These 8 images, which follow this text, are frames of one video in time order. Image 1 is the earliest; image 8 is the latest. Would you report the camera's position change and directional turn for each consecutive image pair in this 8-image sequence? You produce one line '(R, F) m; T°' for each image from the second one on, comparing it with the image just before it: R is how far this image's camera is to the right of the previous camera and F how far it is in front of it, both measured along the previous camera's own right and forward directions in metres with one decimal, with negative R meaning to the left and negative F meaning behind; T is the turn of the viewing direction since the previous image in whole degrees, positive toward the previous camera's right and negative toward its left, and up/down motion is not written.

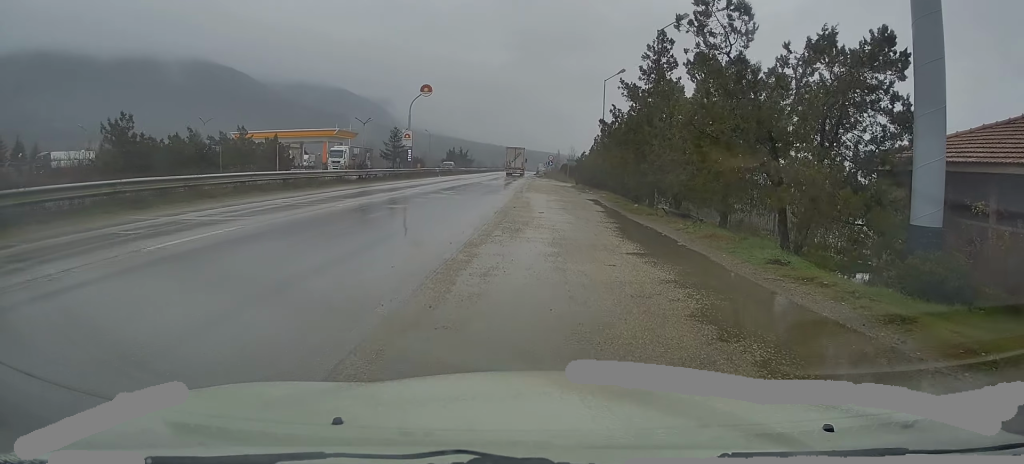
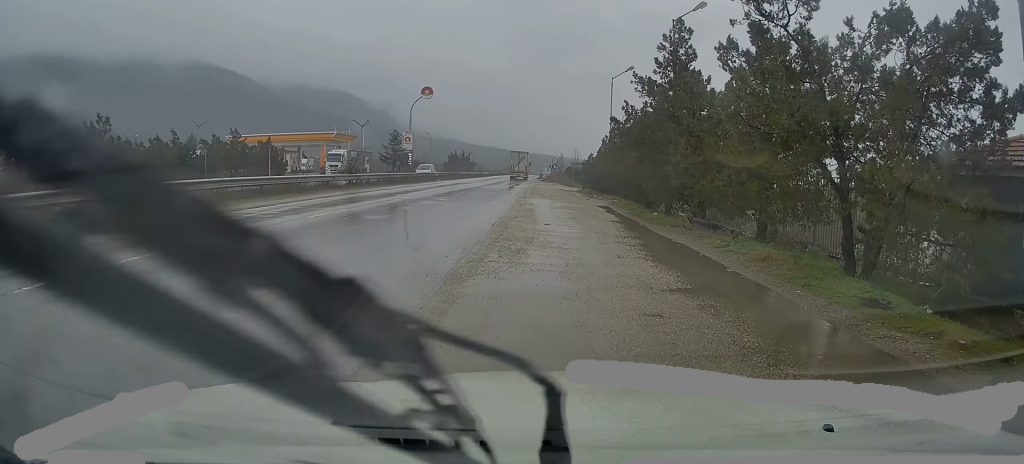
(+0.2, +3.0) m; -3°
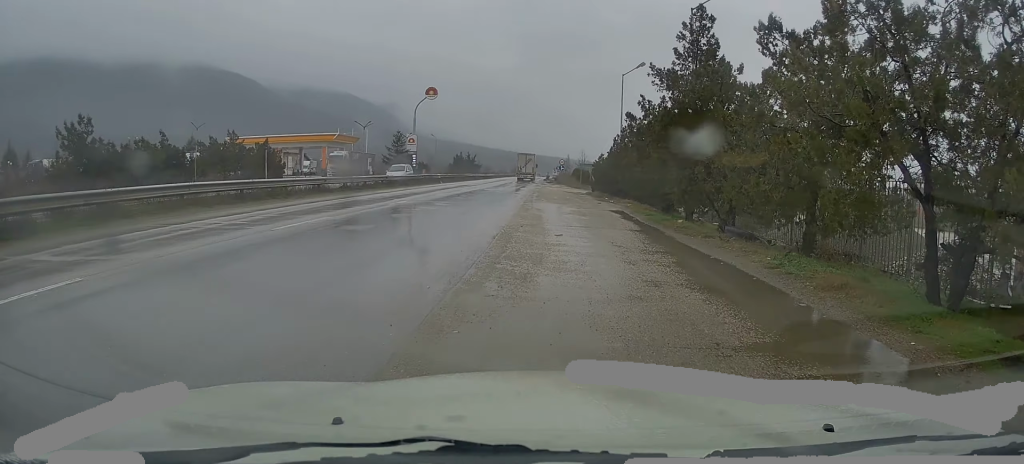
(-0.1, +2.4) m; -2°
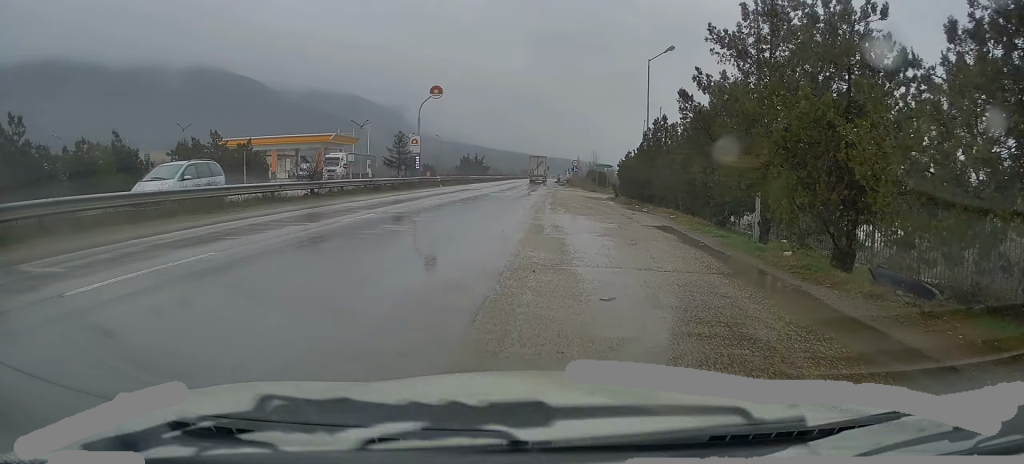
(+0.2, +6.2) m; 0°
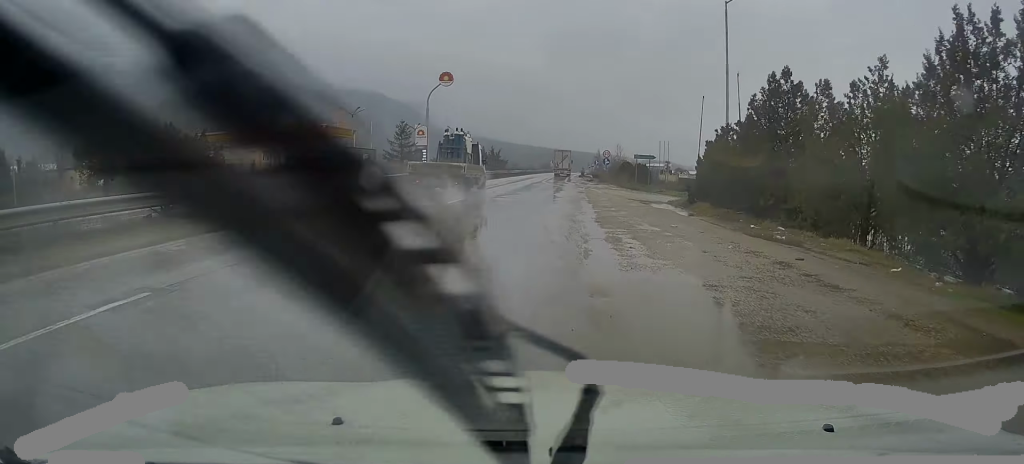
(-0.7, +11.7) m; -2°
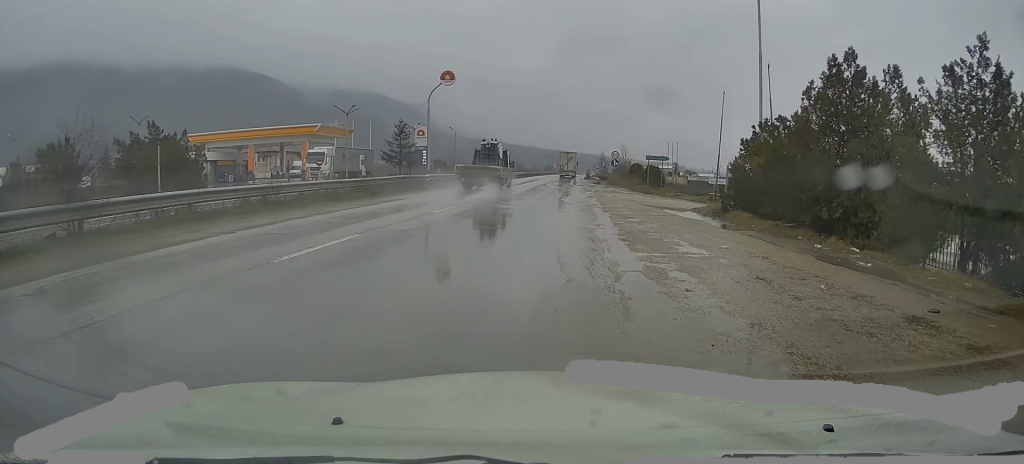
(0.0, +3.4) m; 0°
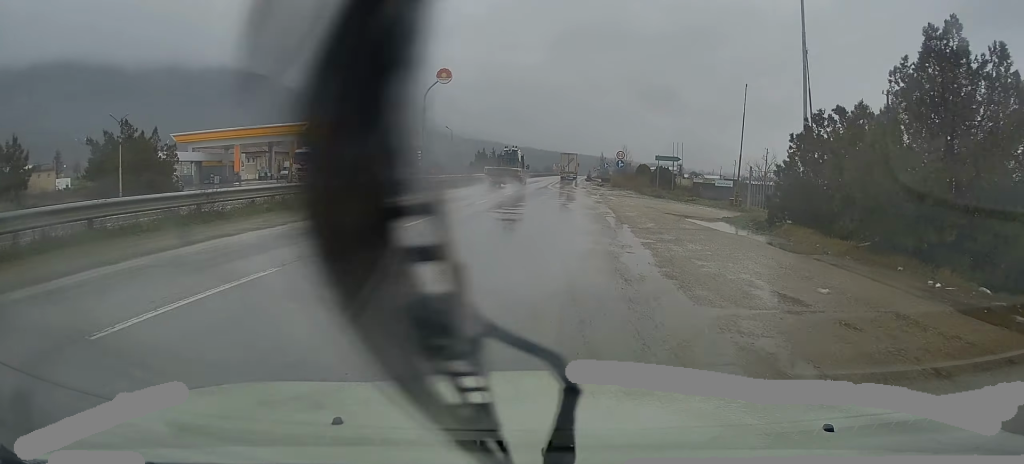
(0.0, +3.9) m; 0°
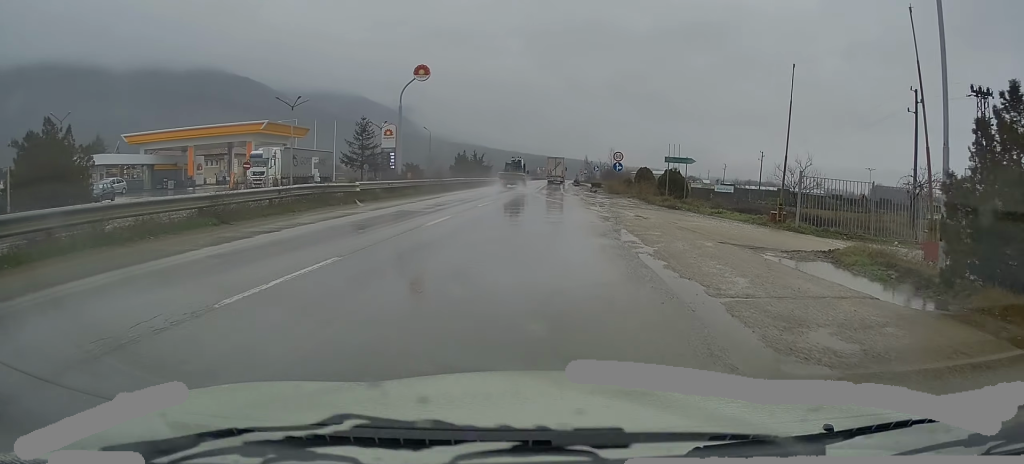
(-0.1, +7.6) m; +1°
